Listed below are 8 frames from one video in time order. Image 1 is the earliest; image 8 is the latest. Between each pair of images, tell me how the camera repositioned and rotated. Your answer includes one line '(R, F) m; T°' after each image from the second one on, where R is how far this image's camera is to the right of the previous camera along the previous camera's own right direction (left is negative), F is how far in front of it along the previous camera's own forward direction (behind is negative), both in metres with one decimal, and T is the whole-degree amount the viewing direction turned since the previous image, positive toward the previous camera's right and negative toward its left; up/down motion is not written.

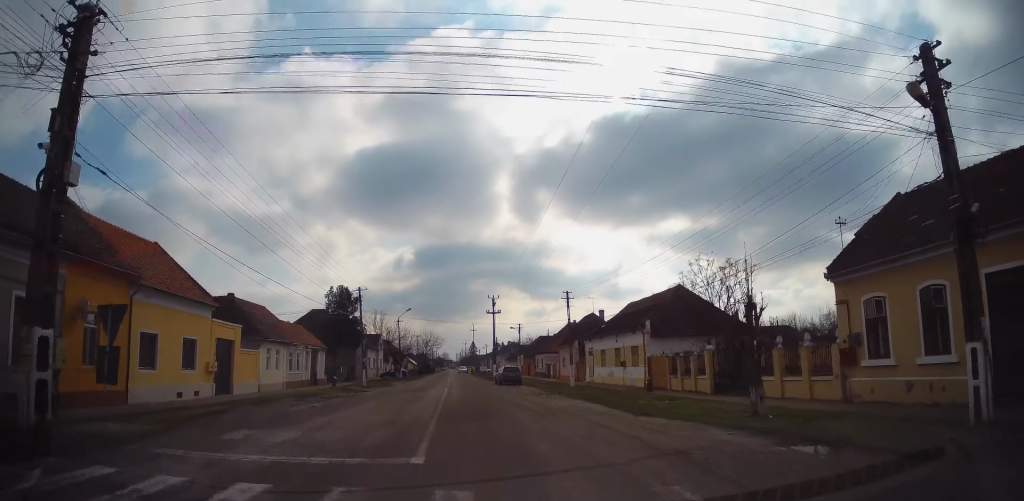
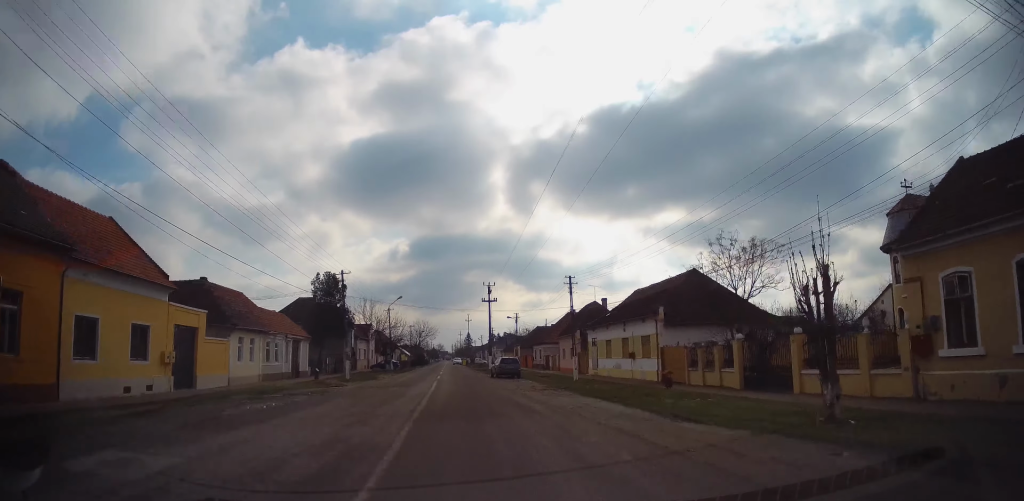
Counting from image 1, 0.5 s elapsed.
(-0.1, +4.1) m; -1°
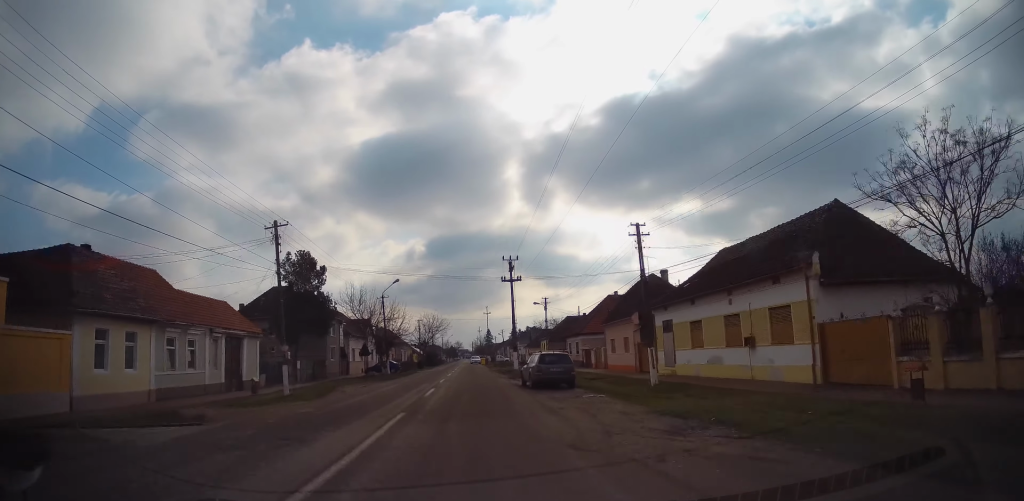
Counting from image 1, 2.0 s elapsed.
(+0.2, +15.2) m; 0°
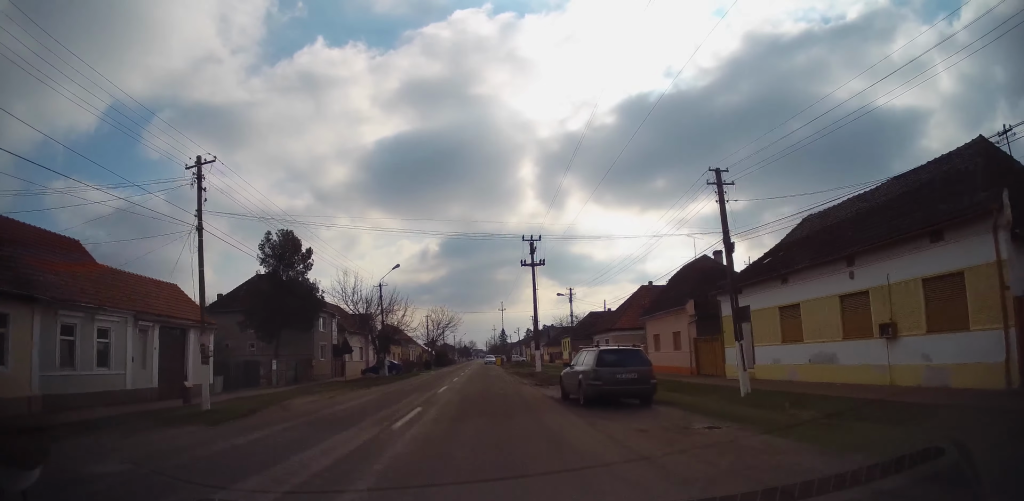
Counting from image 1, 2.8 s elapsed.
(0.0, +8.0) m; -1°
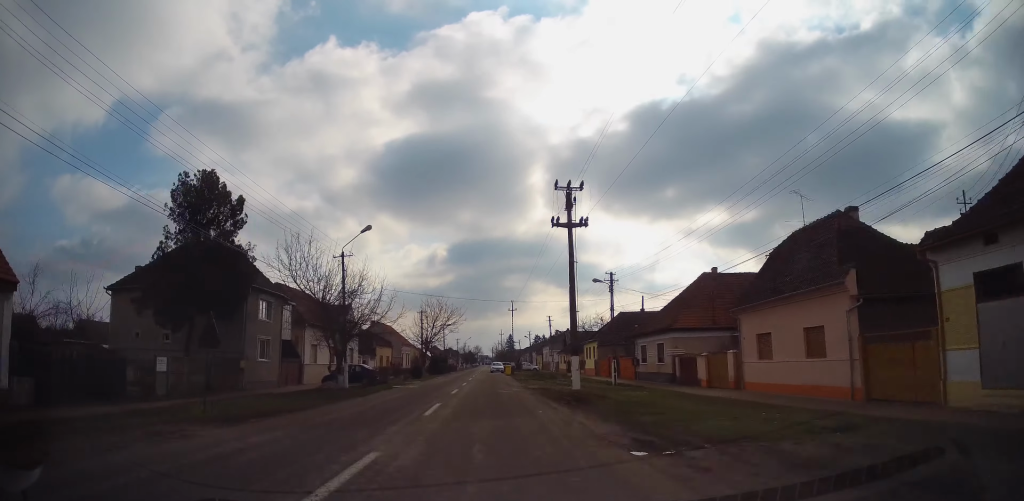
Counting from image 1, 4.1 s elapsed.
(-0.4, +14.4) m; -1°
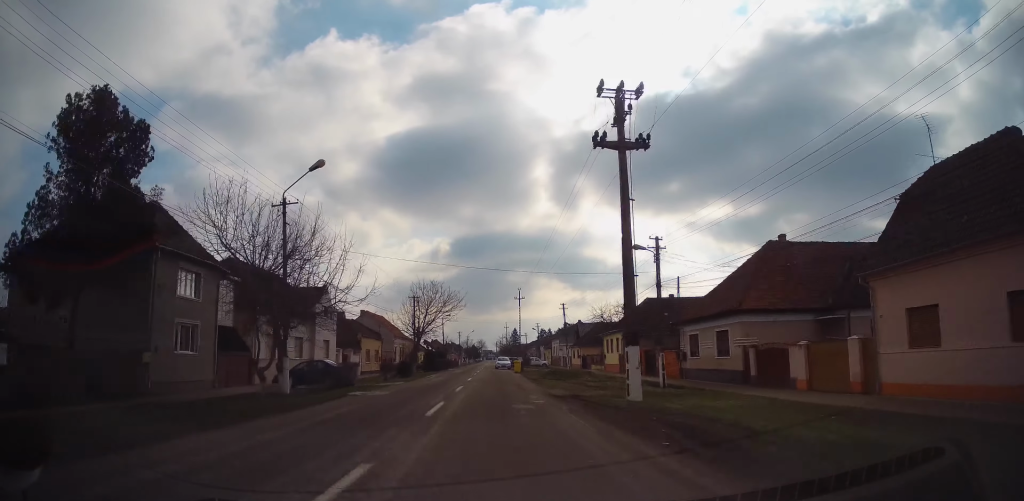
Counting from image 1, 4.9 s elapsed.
(+0.1, +9.8) m; 0°
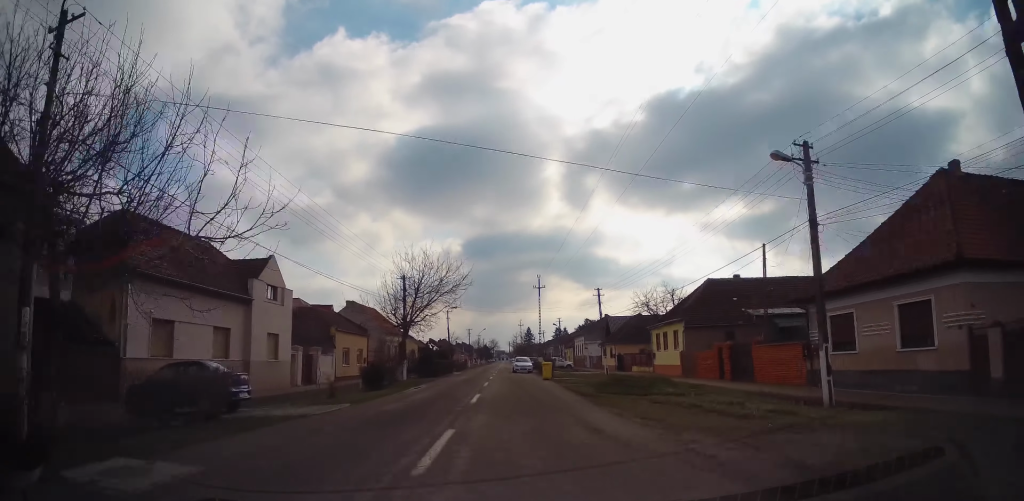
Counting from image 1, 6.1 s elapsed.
(-0.1, +14.2) m; -1°
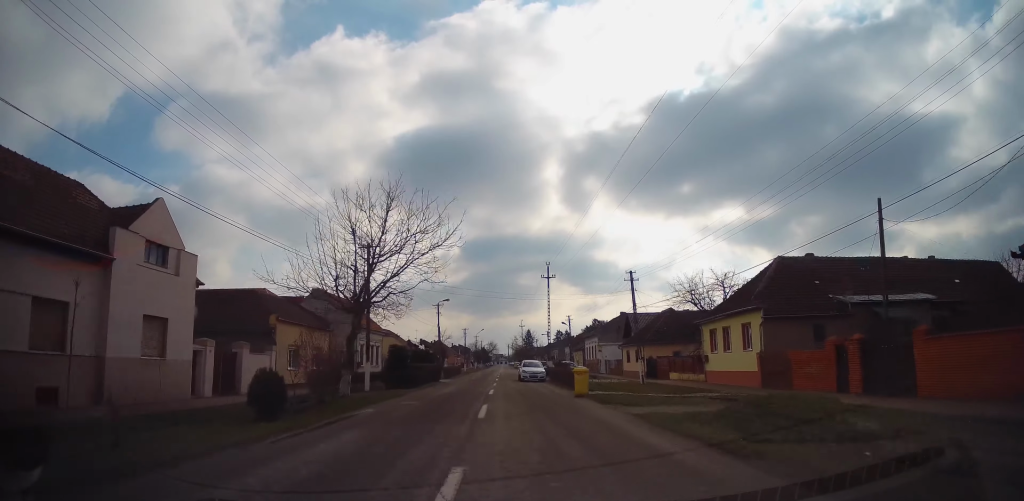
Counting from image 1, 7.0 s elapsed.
(-0.1, +12.4) m; -1°
